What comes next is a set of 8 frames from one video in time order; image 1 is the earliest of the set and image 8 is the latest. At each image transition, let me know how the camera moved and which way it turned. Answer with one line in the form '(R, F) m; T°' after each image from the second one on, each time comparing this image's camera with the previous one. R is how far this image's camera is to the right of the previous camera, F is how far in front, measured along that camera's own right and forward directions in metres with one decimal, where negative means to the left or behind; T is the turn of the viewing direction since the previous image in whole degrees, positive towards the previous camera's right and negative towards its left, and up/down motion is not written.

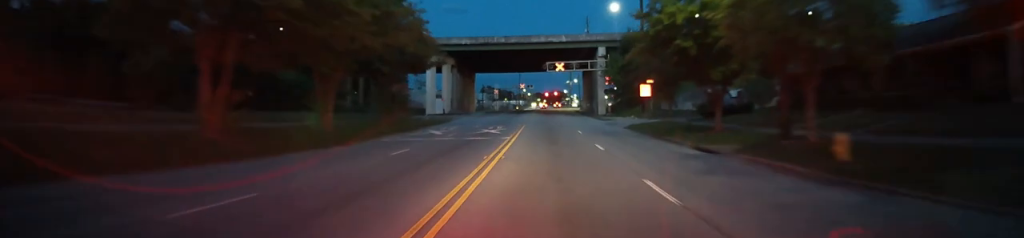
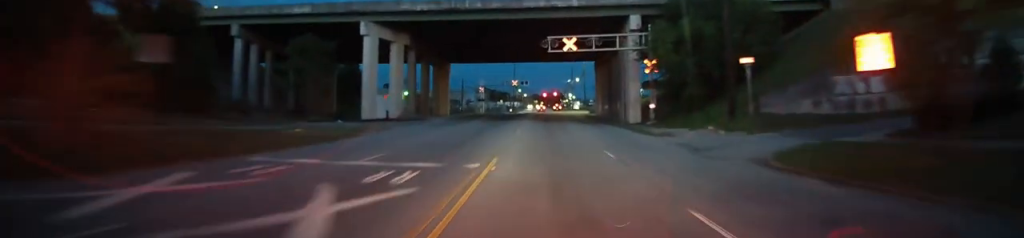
(+0.4, +27.8) m; 0°
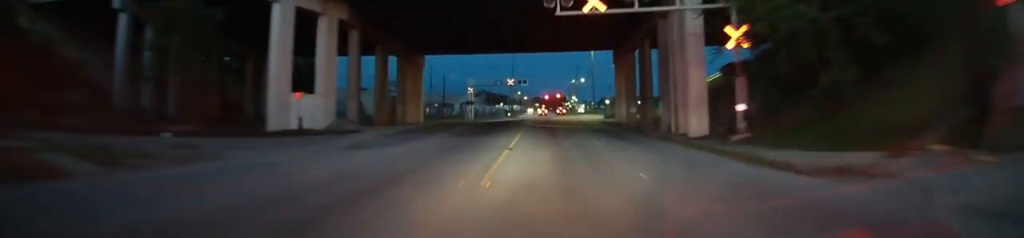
(-0.3, +18.9) m; -1°
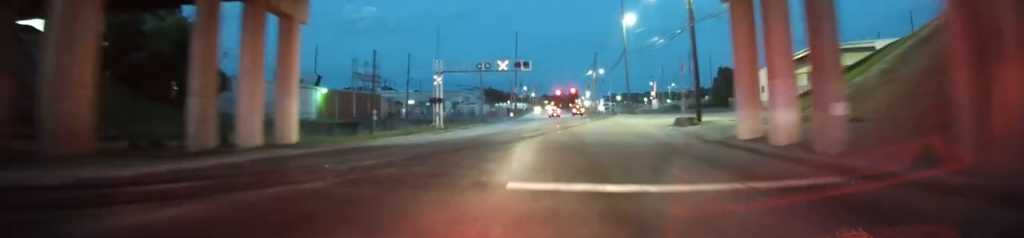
(+0.2, +34.7) m; +1°
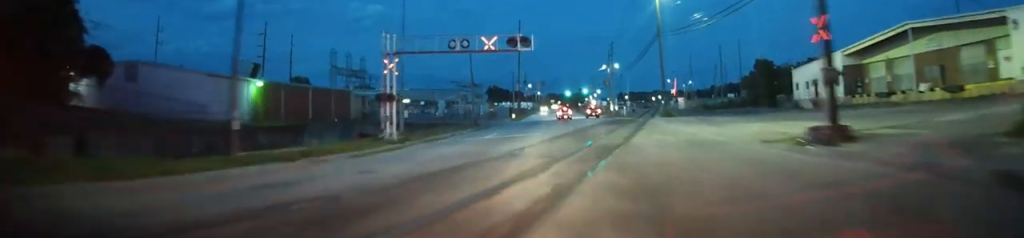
(0.0, +19.7) m; 0°
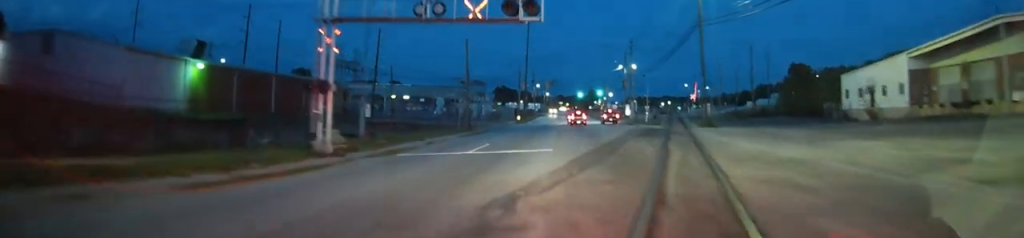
(0.0, +13.1) m; -1°
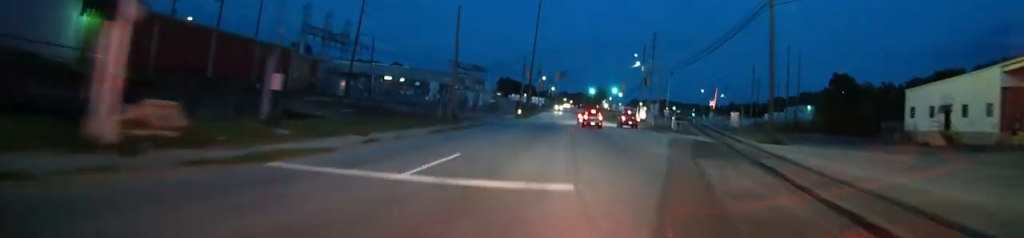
(0.0, +13.8) m; -1°
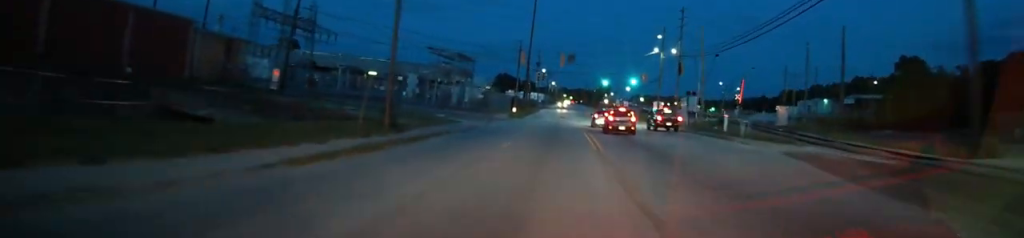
(-0.5, +18.2) m; -3°
